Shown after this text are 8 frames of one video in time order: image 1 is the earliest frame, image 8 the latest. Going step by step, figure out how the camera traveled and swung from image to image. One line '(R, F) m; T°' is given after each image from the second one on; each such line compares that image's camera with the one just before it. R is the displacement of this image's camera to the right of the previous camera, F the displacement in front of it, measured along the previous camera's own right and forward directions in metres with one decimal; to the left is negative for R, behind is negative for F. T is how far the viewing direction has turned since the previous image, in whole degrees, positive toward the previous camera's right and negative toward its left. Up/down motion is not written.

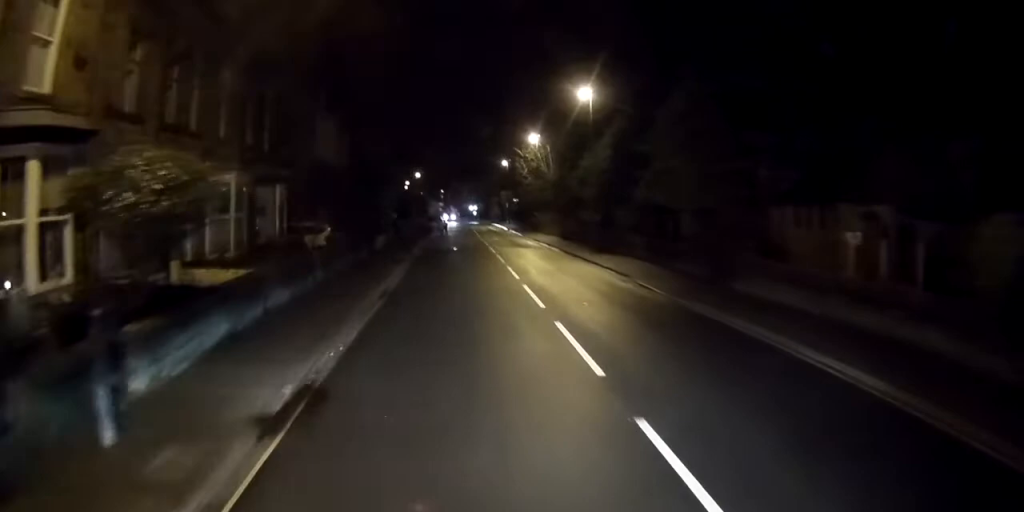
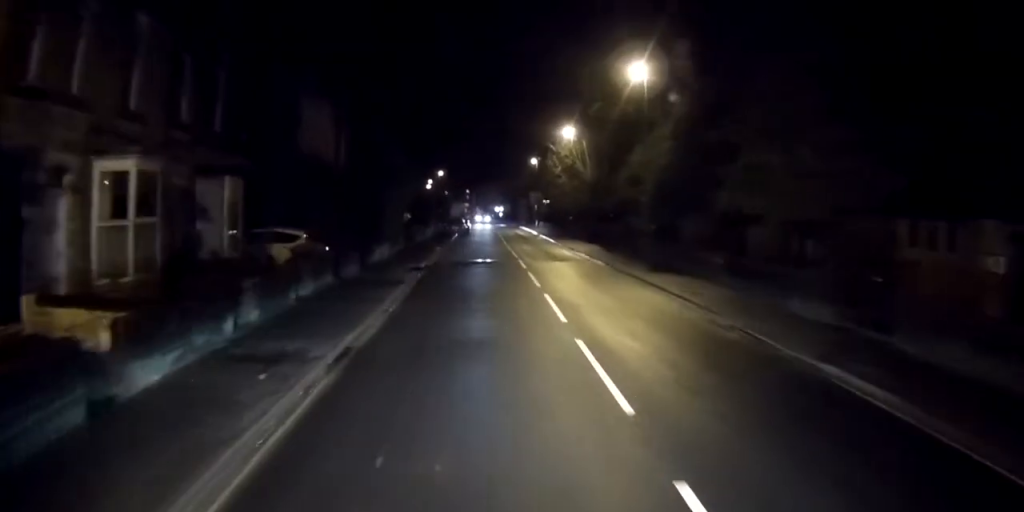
(-0.2, +7.3) m; -3°
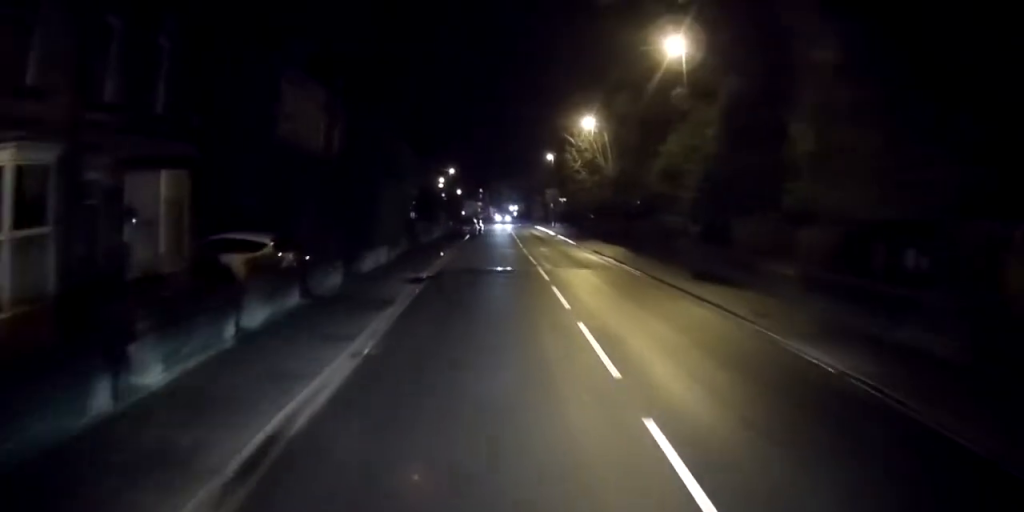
(0.0, +4.4) m; -2°
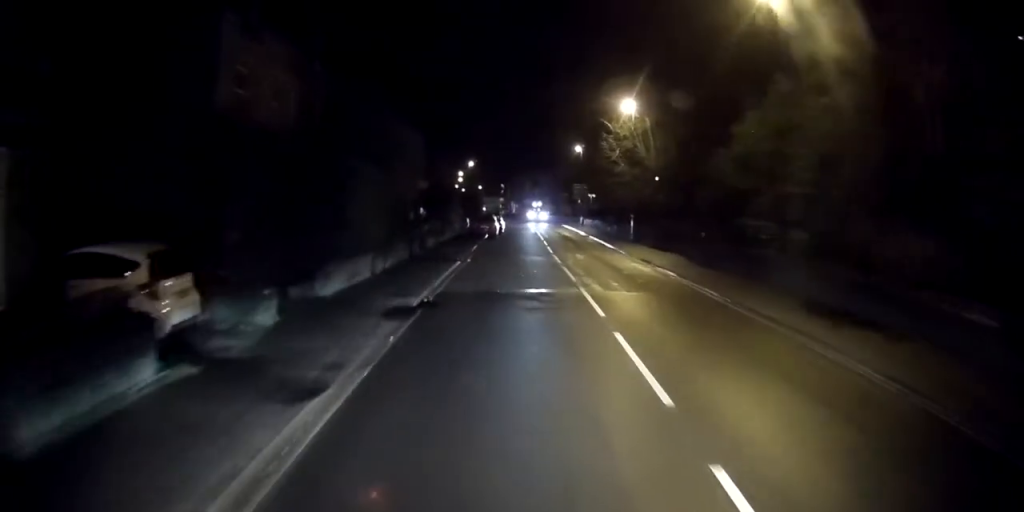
(-0.2, +7.1) m; -2°
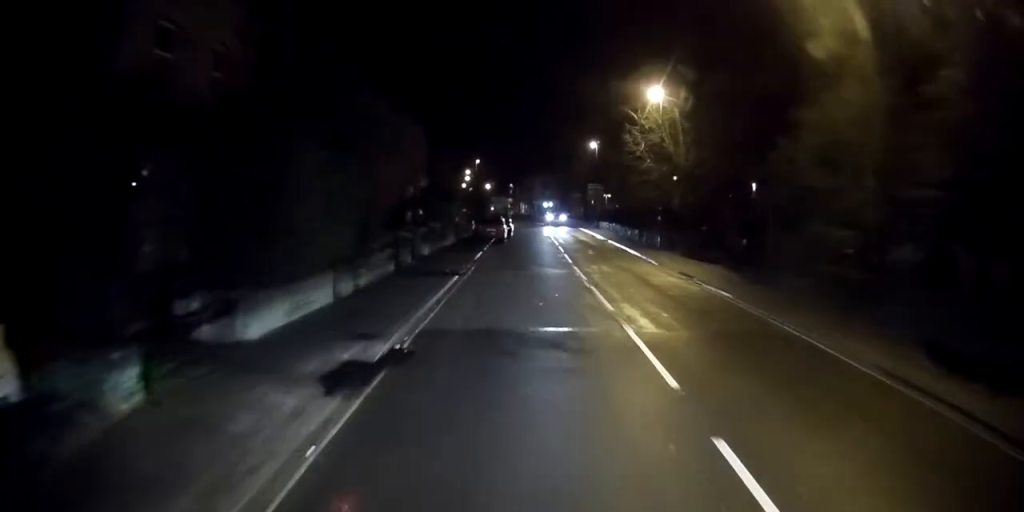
(0.0, +4.8) m; 0°
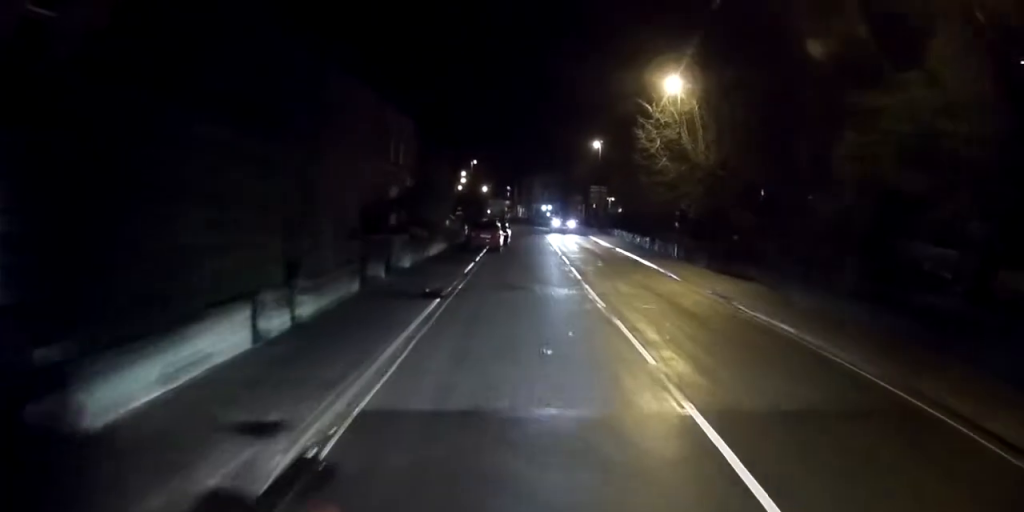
(-0.1, +4.2) m; +1°
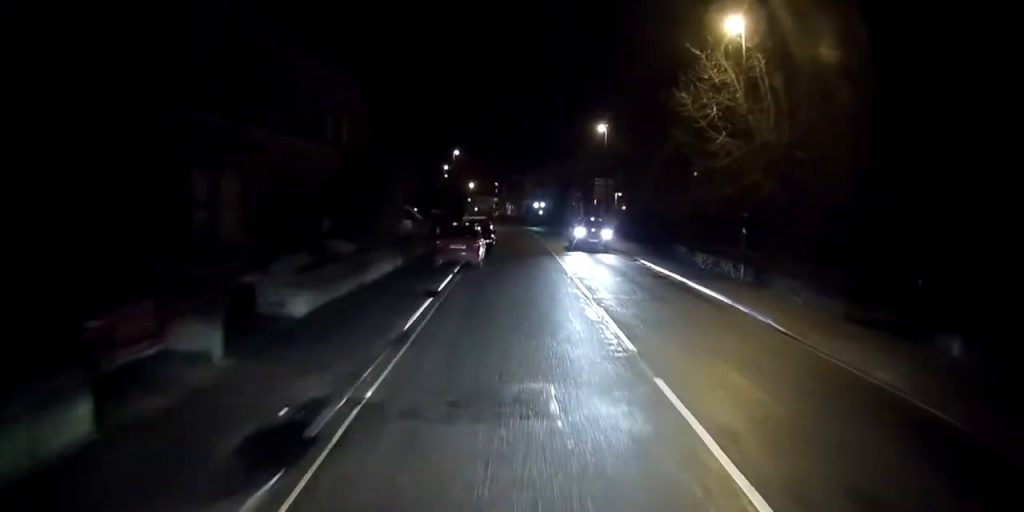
(+0.5, +10.5) m; +6°
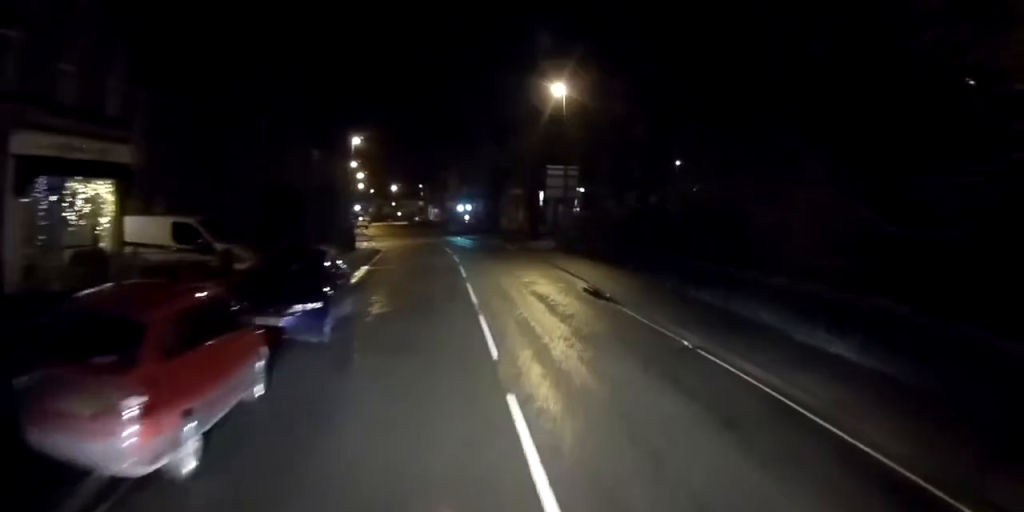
(+2.4, +17.7) m; +12°
